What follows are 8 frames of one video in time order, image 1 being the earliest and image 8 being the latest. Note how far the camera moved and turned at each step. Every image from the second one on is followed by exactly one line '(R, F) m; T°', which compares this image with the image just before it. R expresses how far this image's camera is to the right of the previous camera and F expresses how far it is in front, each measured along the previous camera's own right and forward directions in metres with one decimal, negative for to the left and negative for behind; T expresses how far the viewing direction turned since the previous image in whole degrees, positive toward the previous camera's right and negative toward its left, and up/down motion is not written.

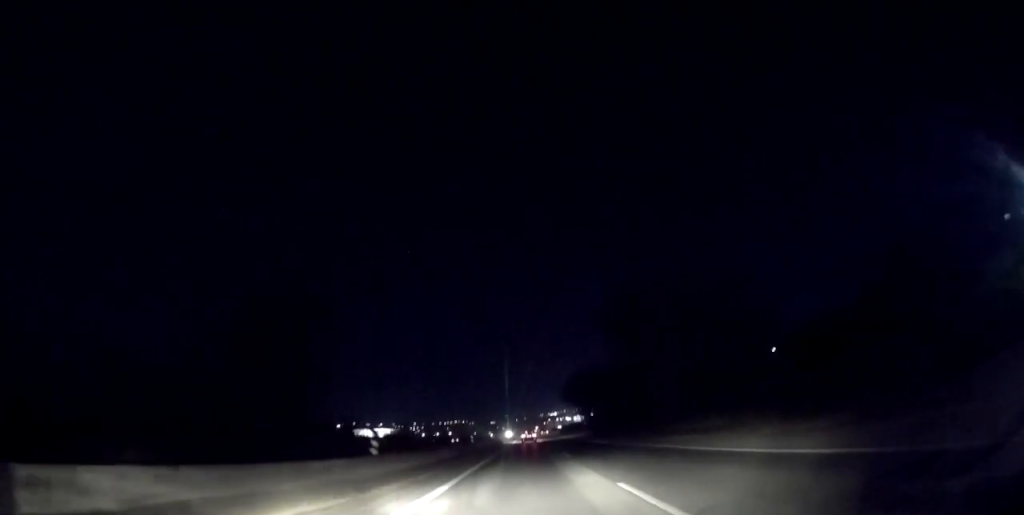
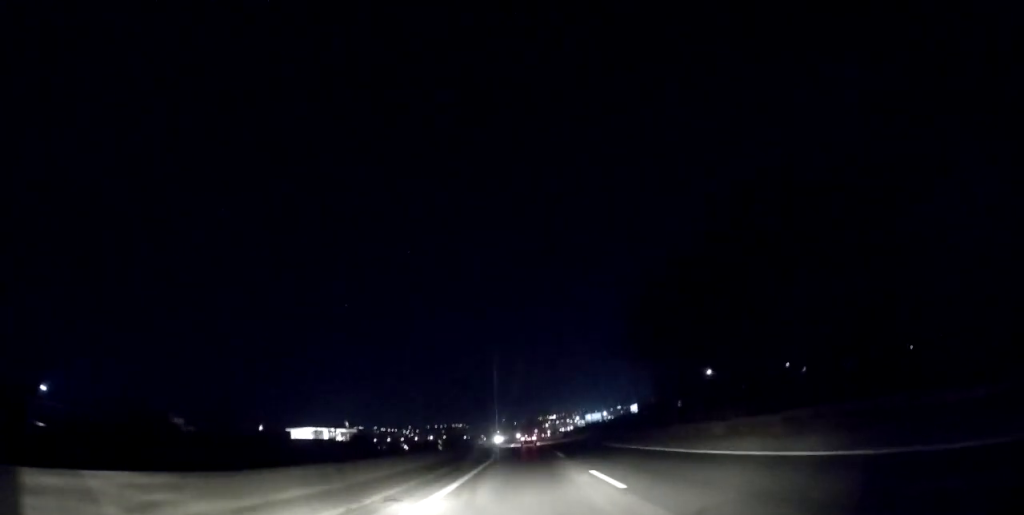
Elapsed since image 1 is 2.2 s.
(-0.1, +66.0) m; 0°
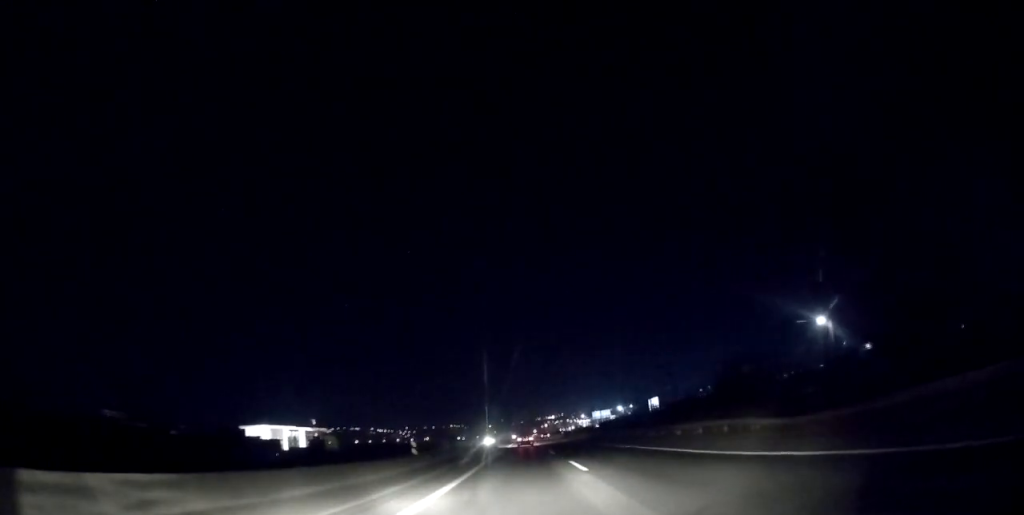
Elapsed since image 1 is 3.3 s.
(0.0, +30.0) m; 0°
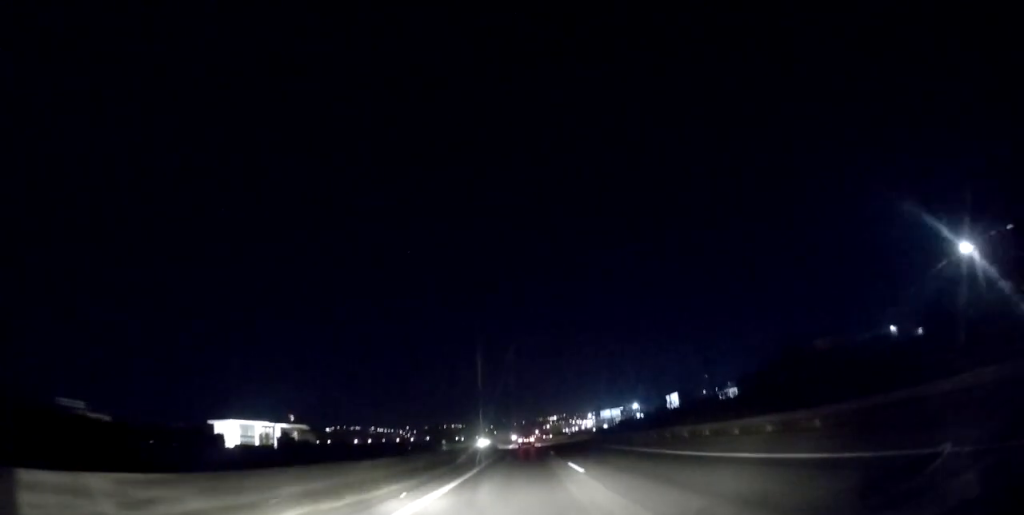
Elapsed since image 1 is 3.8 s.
(+0.1, +17.3) m; 0°
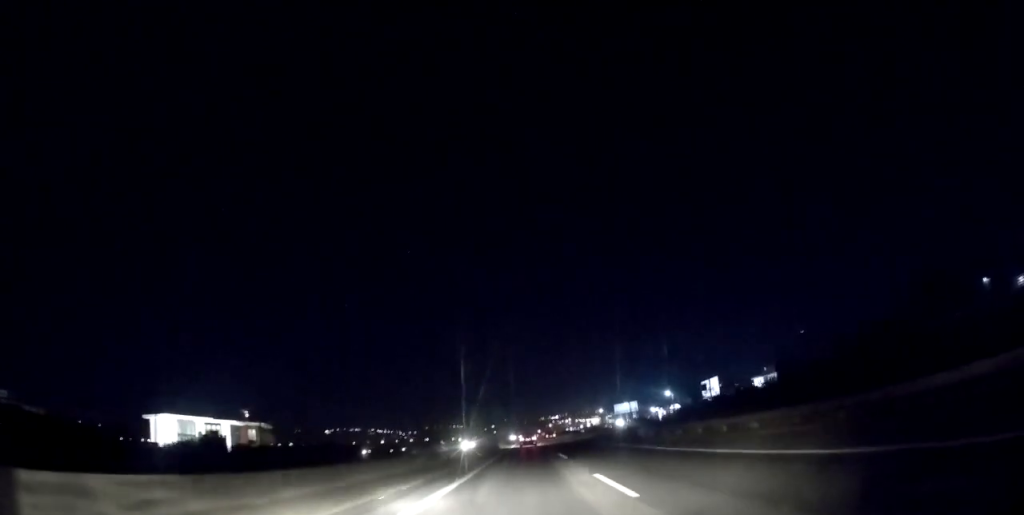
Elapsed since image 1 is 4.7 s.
(+0.1, +26.3) m; 0°
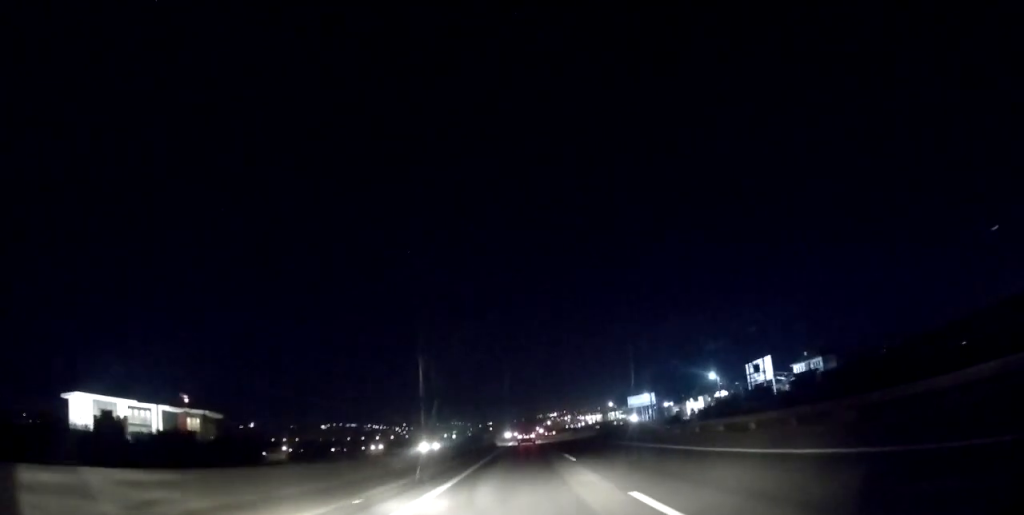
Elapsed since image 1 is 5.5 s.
(-0.1, +23.3) m; 0°
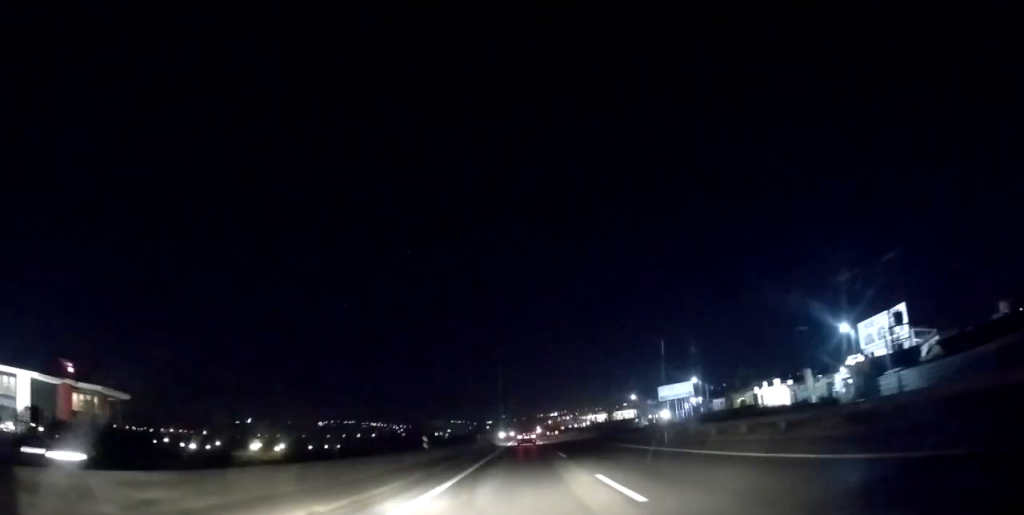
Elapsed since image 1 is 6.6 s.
(-0.2, +31.1) m; -1°
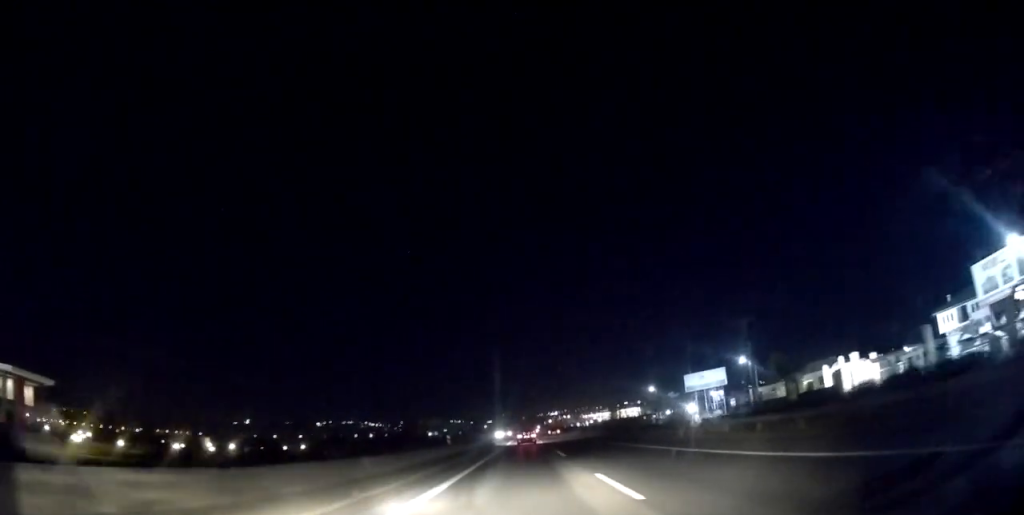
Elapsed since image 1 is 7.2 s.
(0.0, +17.6) m; 0°
